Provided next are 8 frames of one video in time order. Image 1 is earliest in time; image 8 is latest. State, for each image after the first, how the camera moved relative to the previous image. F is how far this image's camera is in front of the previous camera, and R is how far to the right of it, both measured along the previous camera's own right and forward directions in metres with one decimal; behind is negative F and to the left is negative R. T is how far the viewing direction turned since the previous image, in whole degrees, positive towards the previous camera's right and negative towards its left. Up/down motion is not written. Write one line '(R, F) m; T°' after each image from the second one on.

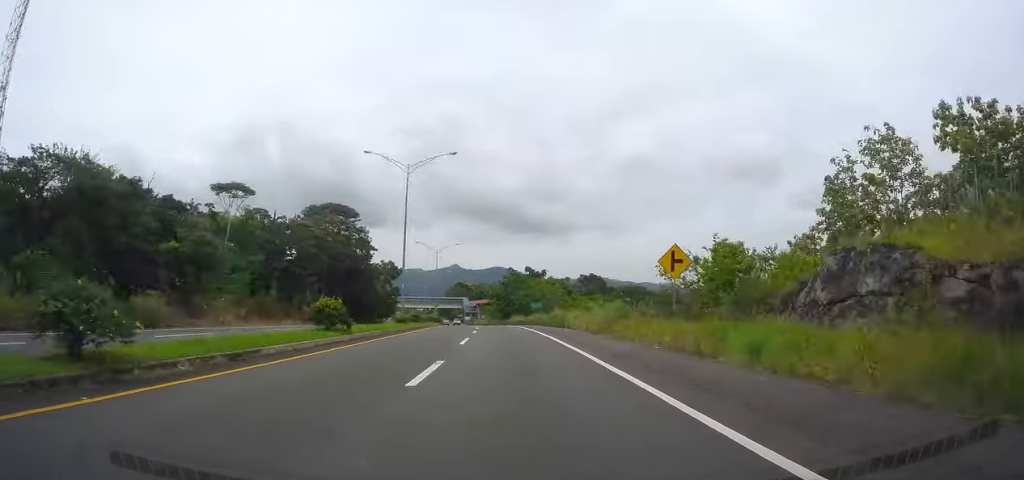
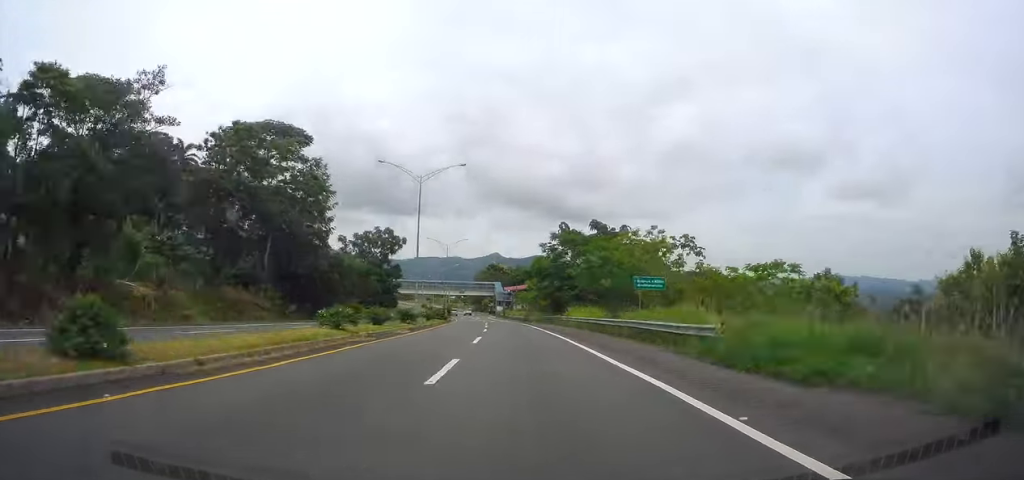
(-0.8, +47.0) m; -3°
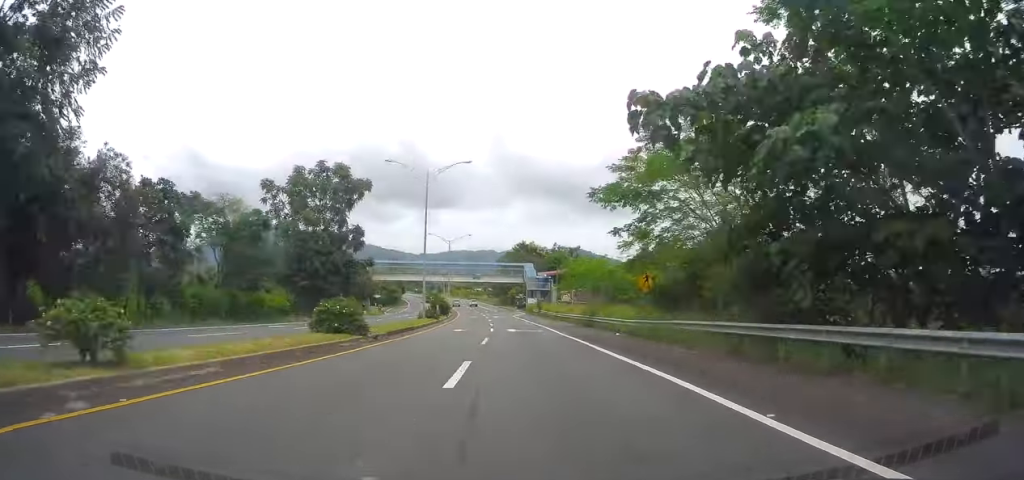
(-1.7, +47.1) m; -4°
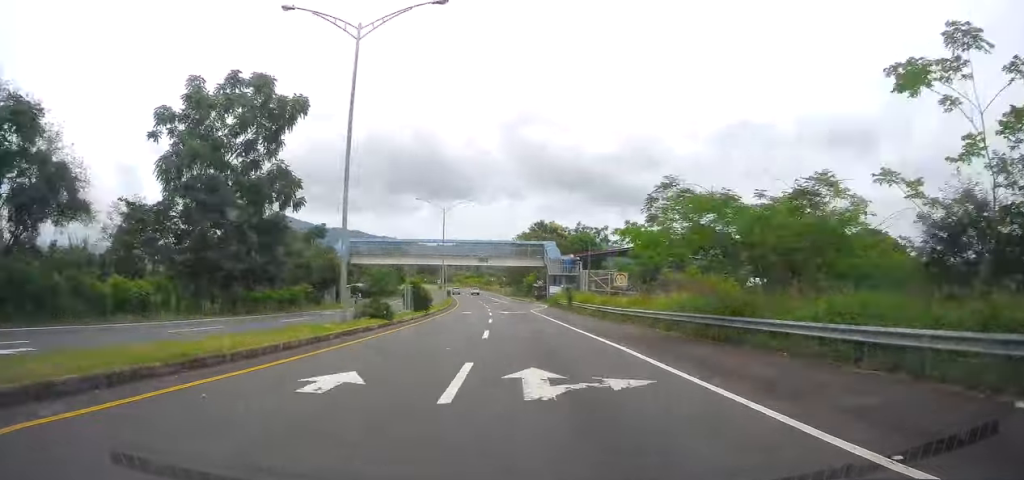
(-0.4, +25.3) m; -2°
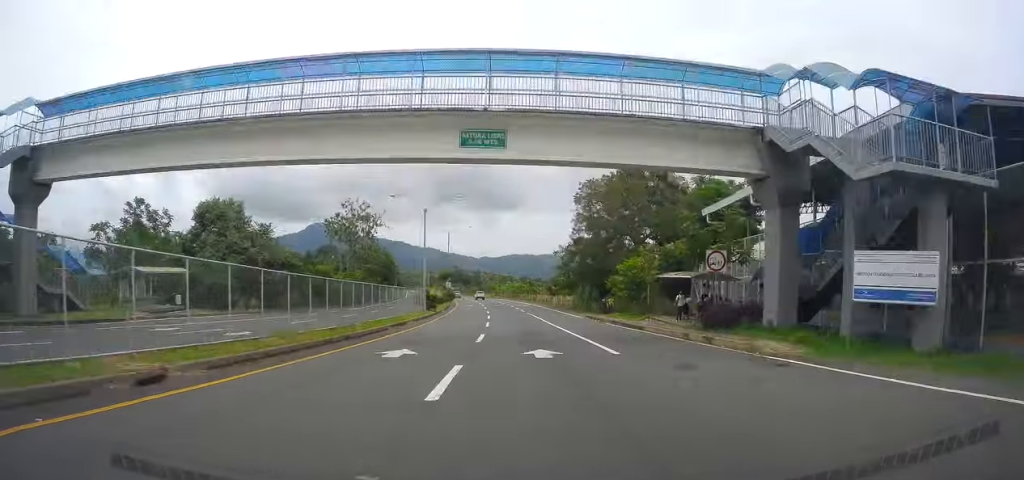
(-2.3, +70.2) m; -4°
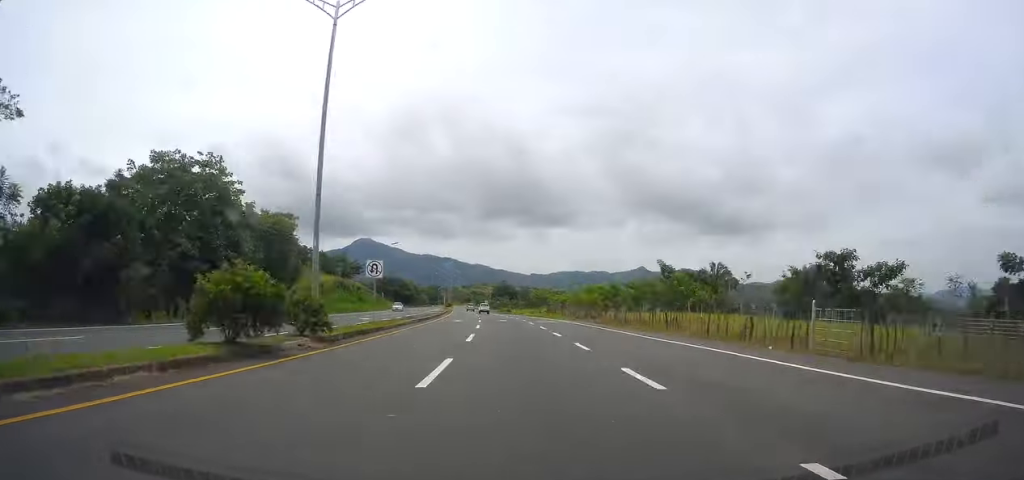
(-3.9, +82.4) m; -5°
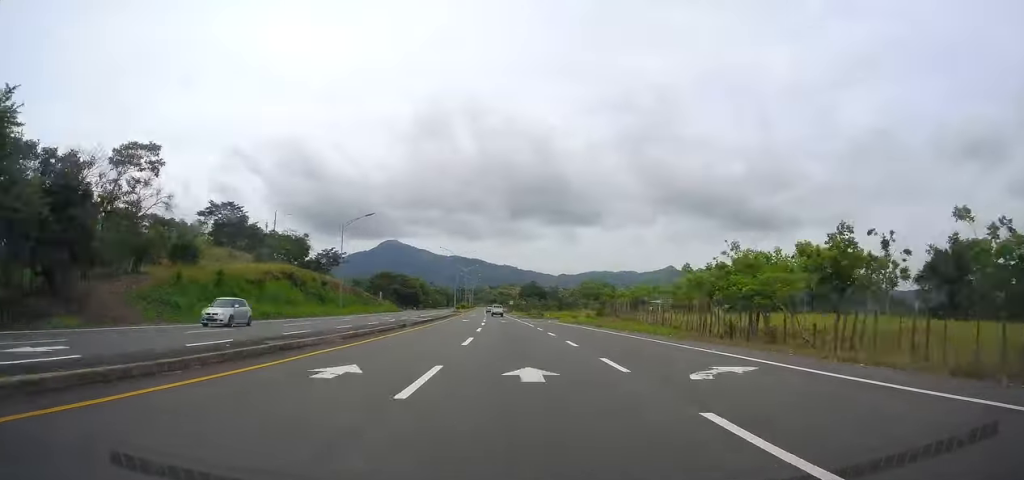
(-0.7, +37.7) m; -2°
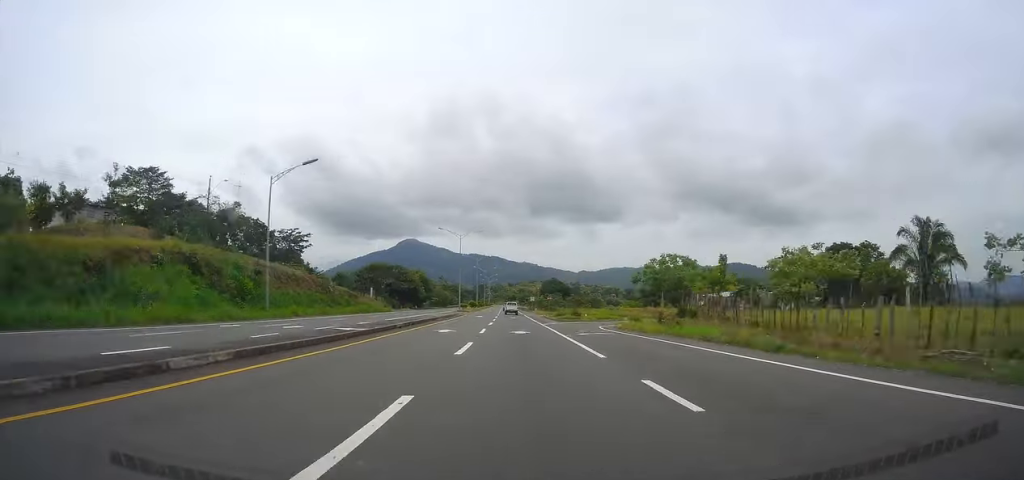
(+0.1, +28.6) m; -2°
